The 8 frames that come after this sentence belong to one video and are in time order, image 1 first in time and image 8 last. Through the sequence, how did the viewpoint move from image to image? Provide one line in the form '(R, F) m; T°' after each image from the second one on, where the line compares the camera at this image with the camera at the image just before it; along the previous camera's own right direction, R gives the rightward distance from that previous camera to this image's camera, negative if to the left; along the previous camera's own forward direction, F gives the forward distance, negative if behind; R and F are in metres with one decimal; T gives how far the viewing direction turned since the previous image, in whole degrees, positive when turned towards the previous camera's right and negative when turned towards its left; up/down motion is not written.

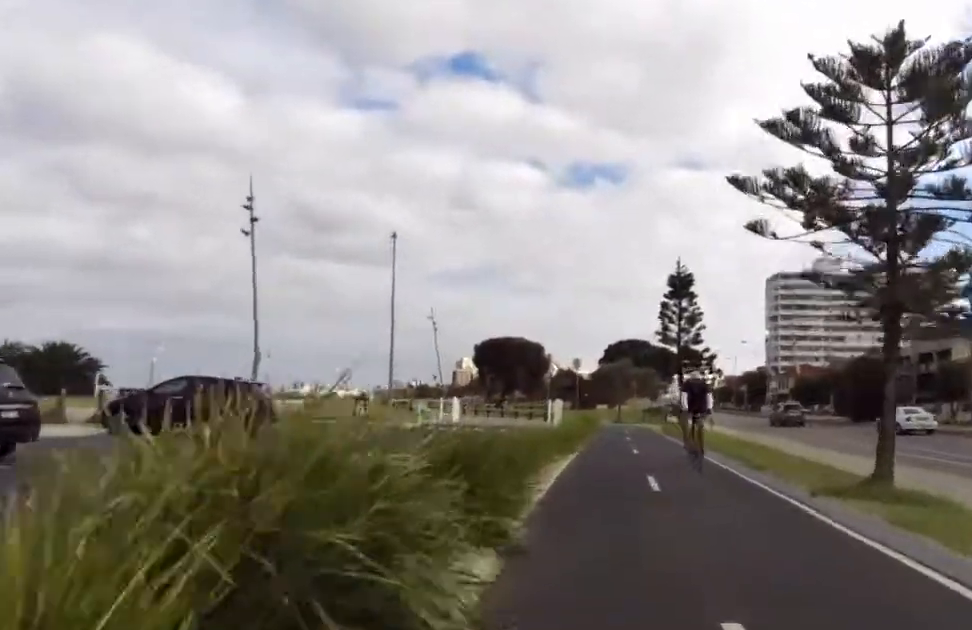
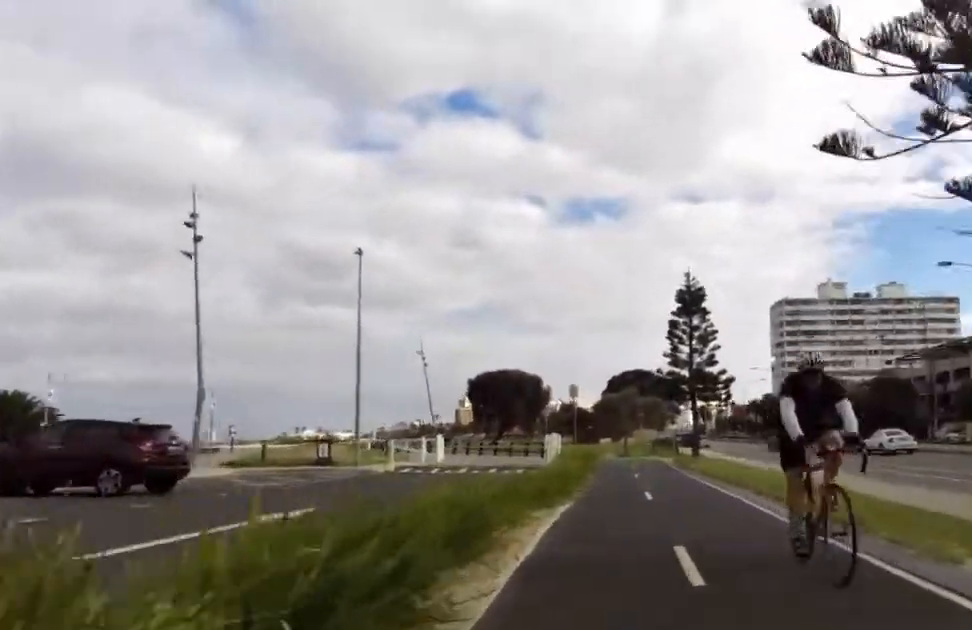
(+0.2, +4.2) m; +3°
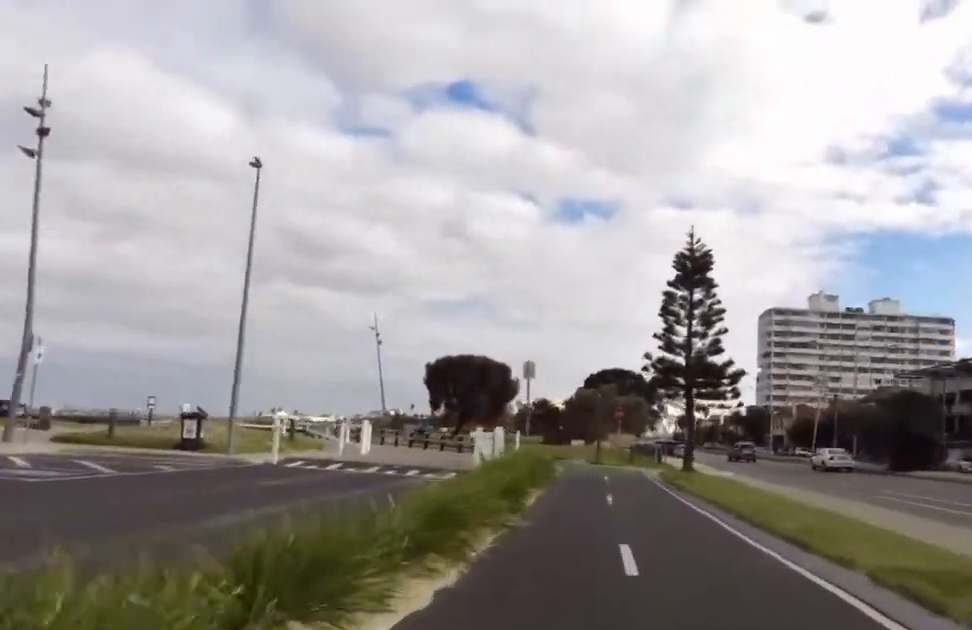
(+0.2, +7.0) m; -5°
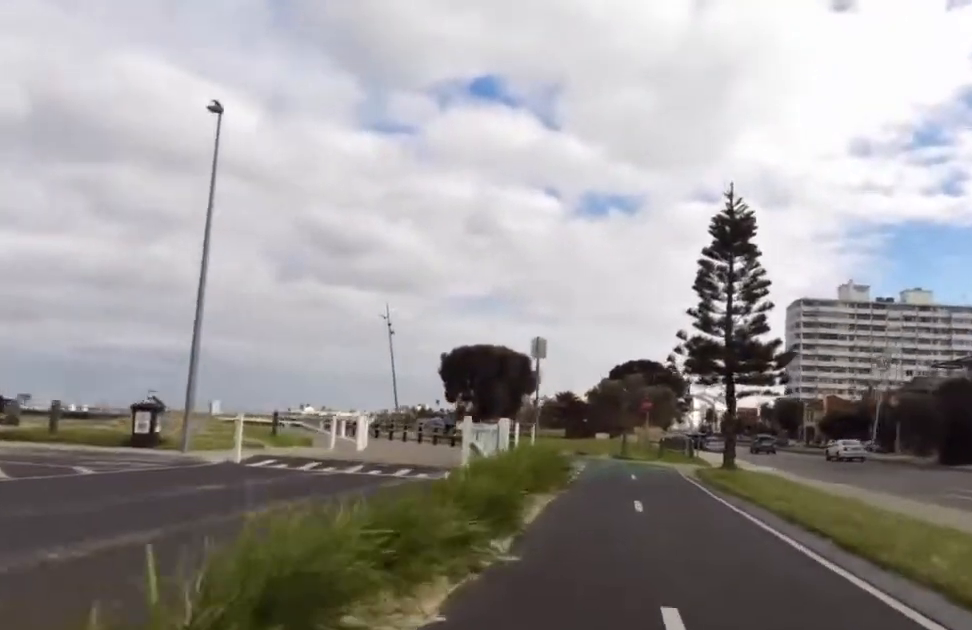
(-0.3, +3.3) m; -1°
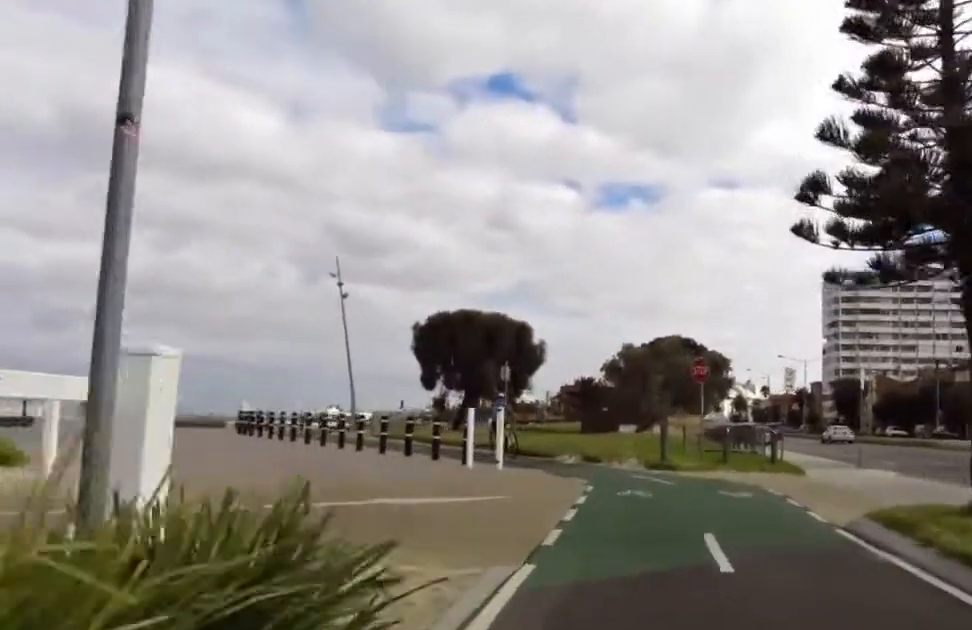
(-0.1, +12.7) m; -1°
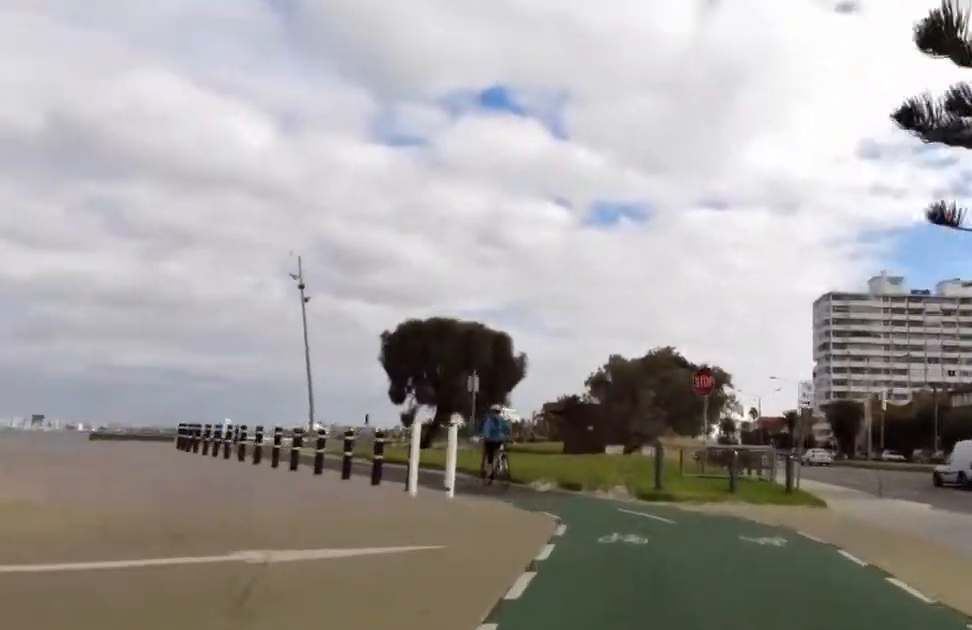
(-0.2, +3.4) m; -3°
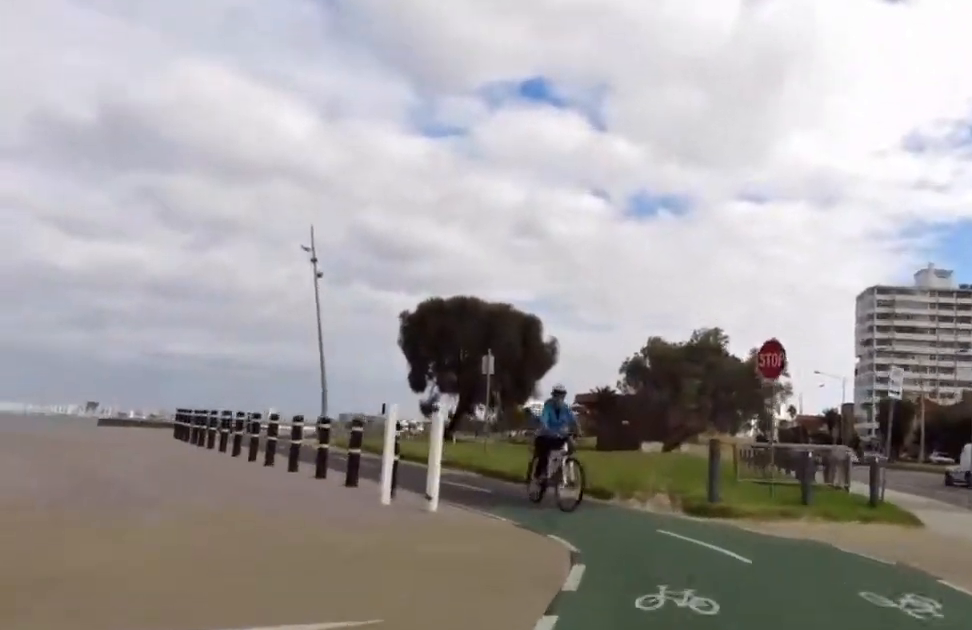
(-0.2, +3.7) m; -4°
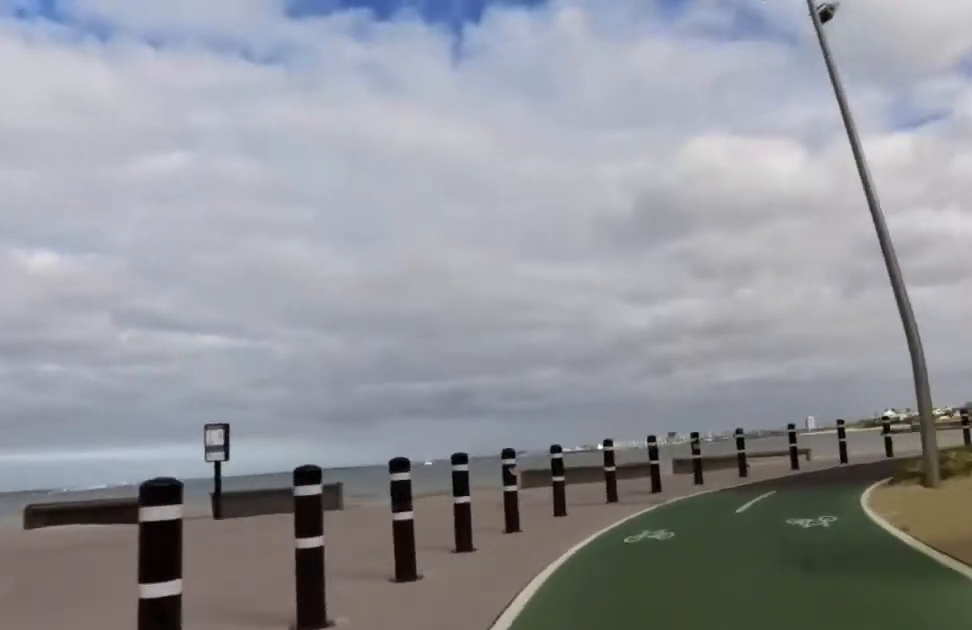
(-4.6, +24.4) m; -18°
